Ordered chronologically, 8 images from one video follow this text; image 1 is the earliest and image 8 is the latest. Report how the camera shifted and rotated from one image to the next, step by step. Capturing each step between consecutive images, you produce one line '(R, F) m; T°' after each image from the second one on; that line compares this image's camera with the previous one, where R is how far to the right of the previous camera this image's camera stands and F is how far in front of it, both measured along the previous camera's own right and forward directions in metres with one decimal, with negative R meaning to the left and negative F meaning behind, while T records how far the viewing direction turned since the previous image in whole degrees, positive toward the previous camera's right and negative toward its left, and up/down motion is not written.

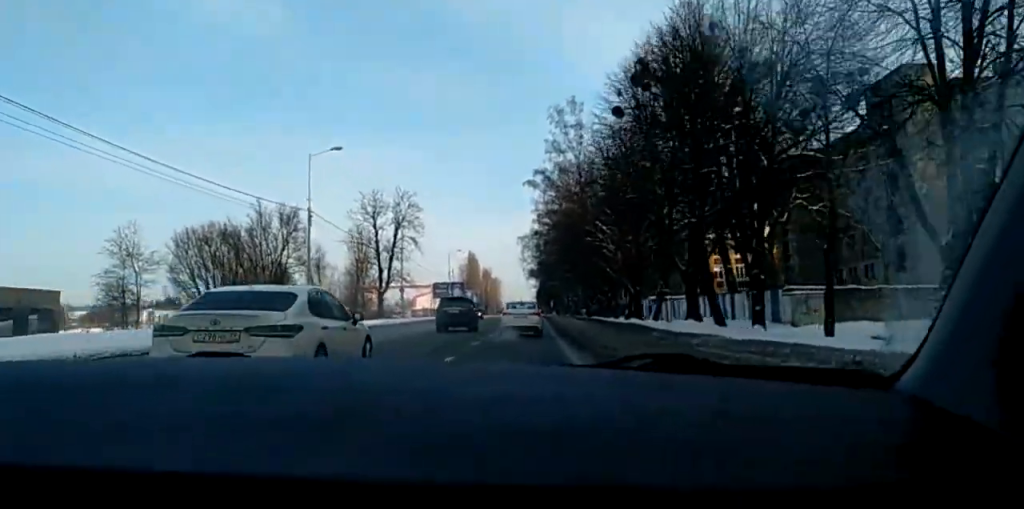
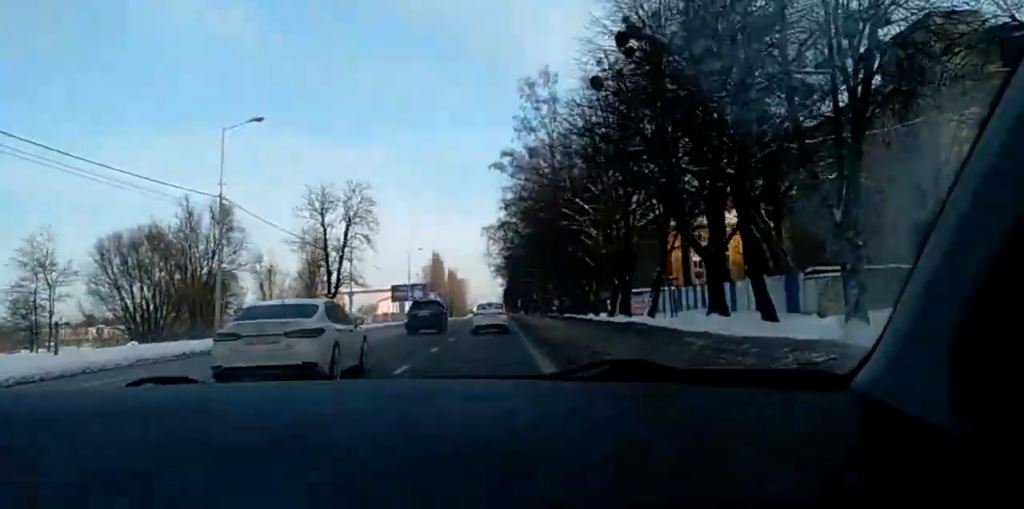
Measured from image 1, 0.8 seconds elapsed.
(-0.3, +8.6) m; -3°
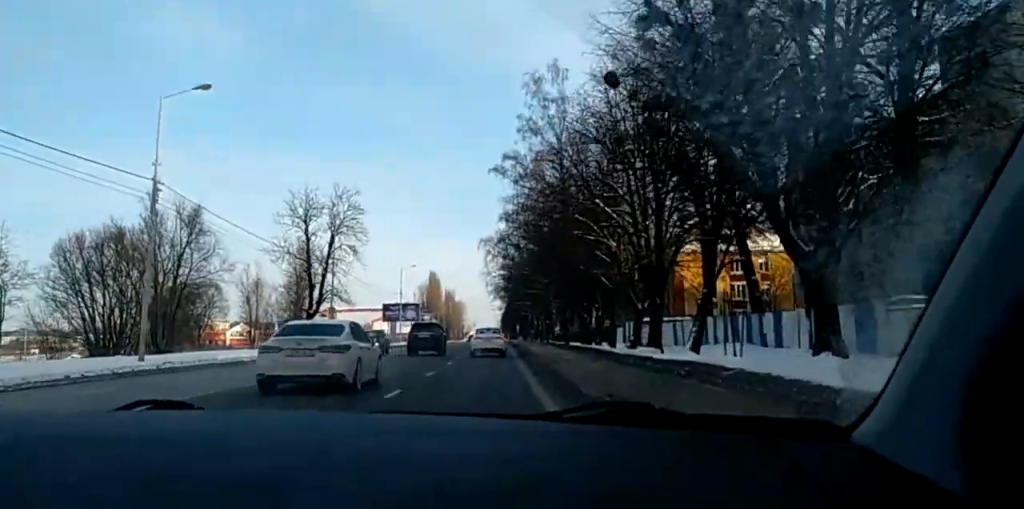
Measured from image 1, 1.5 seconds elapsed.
(-0.2, +7.7) m; -1°
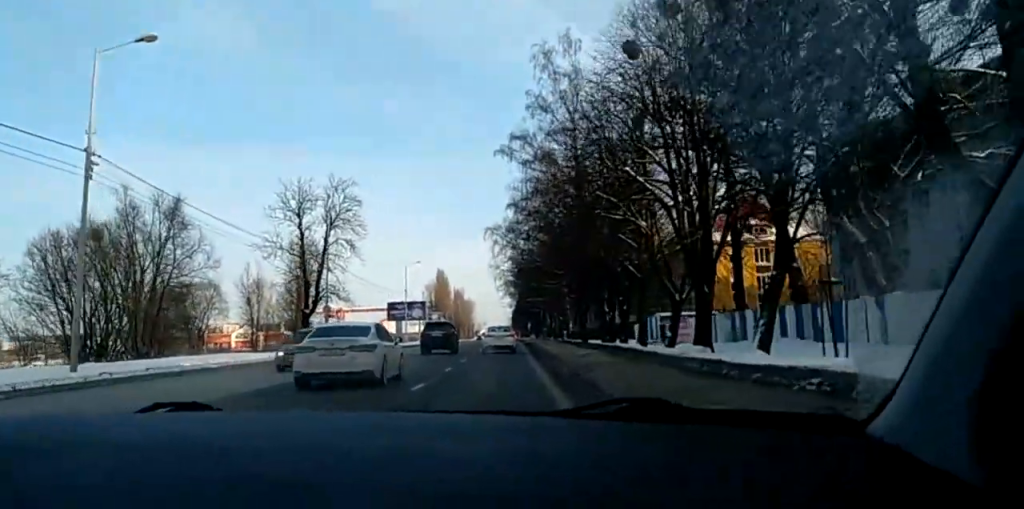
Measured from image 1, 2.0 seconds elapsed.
(0.0, +5.9) m; 0°
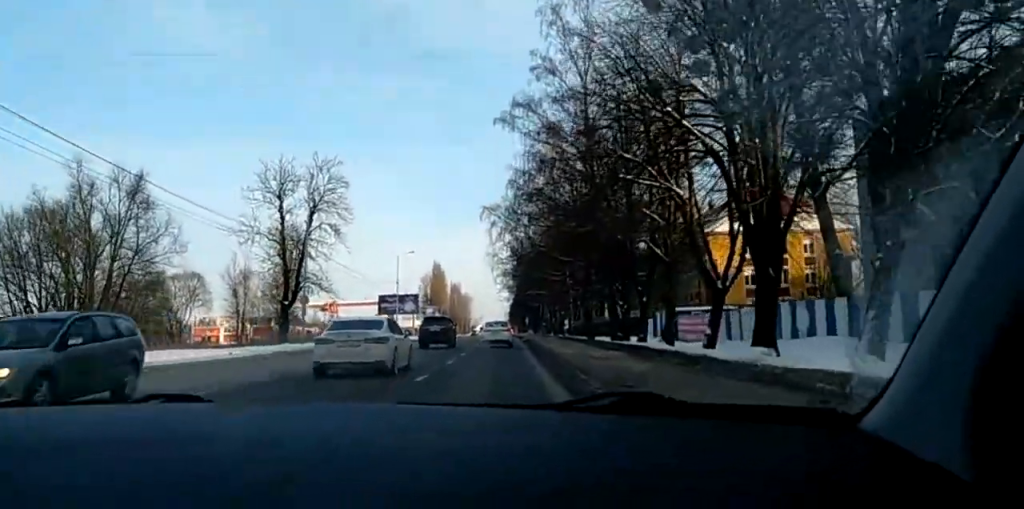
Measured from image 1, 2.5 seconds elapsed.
(0.0, +6.7) m; 0°
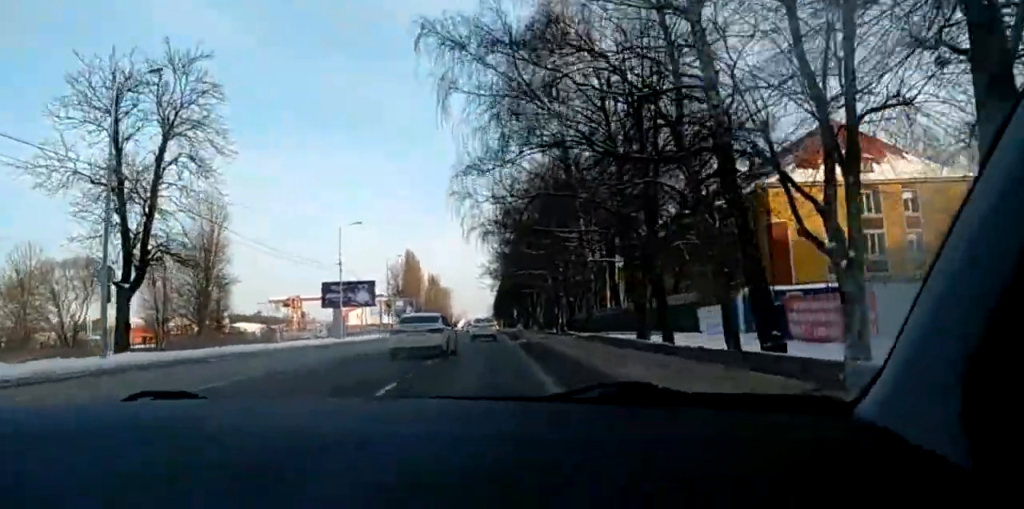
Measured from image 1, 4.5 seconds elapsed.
(+1.6, +27.8) m; +5°
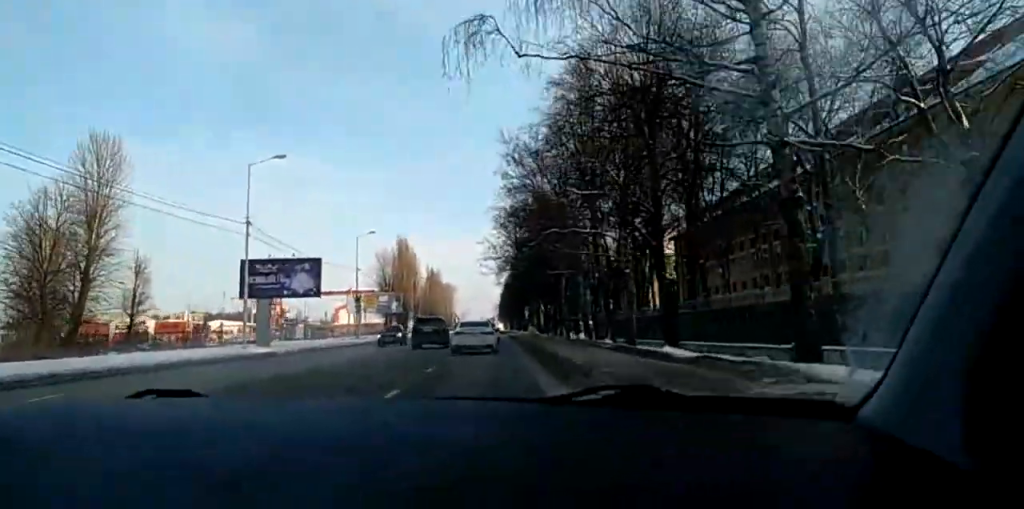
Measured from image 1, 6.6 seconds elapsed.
(-0.3, +33.4) m; +2°
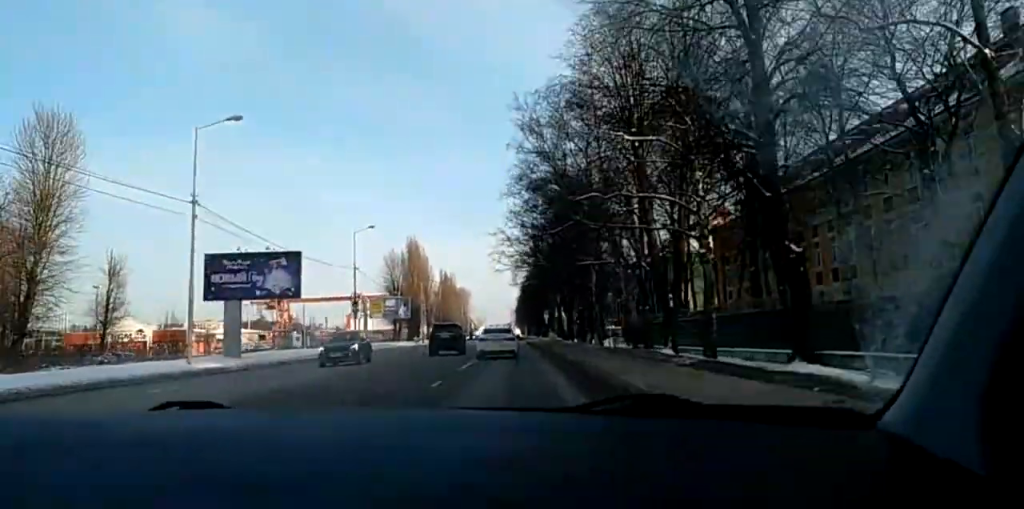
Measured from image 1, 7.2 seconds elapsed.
(+0.2, +11.3) m; 0°
